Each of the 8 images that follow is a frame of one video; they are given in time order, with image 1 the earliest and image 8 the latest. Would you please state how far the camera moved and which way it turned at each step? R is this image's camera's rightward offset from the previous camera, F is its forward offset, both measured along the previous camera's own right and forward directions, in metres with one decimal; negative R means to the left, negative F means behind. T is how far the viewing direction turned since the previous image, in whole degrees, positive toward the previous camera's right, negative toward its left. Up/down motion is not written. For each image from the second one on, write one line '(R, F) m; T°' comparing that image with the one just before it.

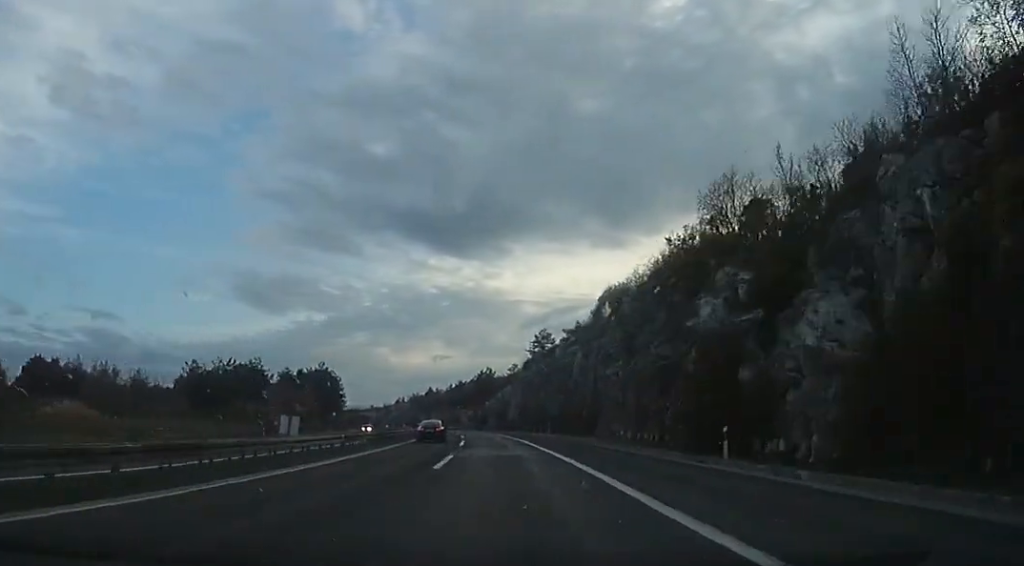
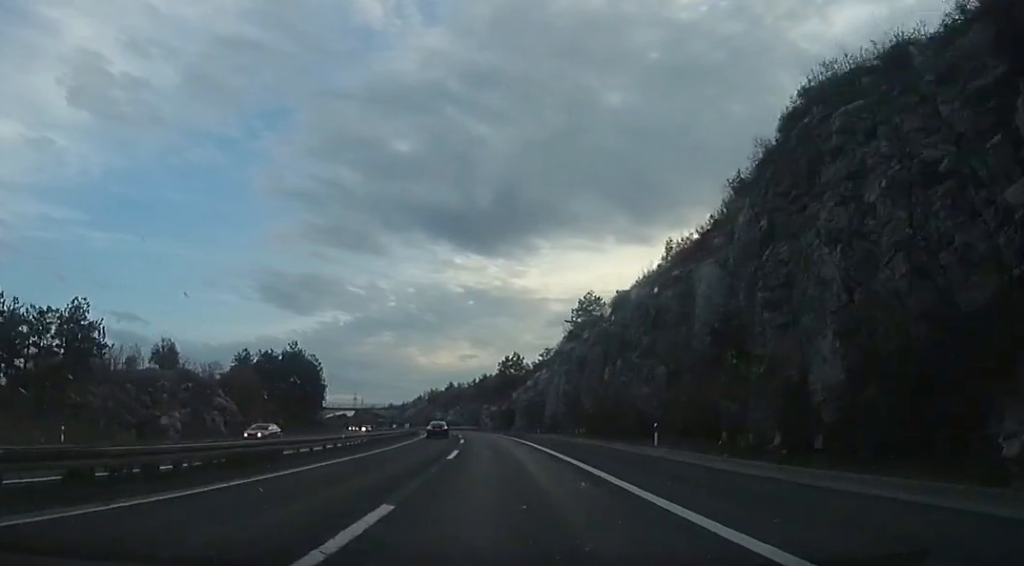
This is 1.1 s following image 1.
(-1.3, +32.1) m; -4°
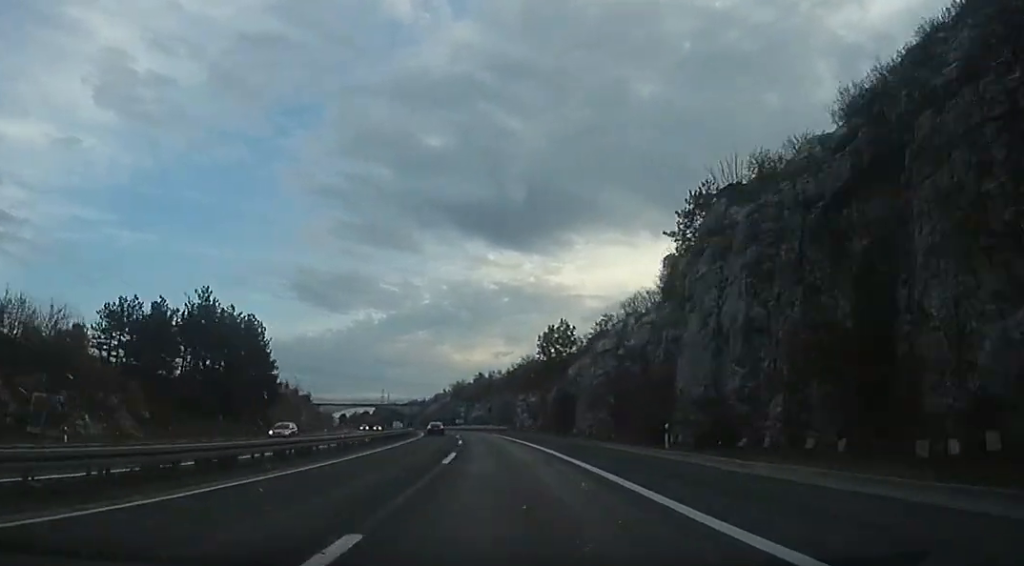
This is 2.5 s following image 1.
(-0.8, +39.6) m; -3°
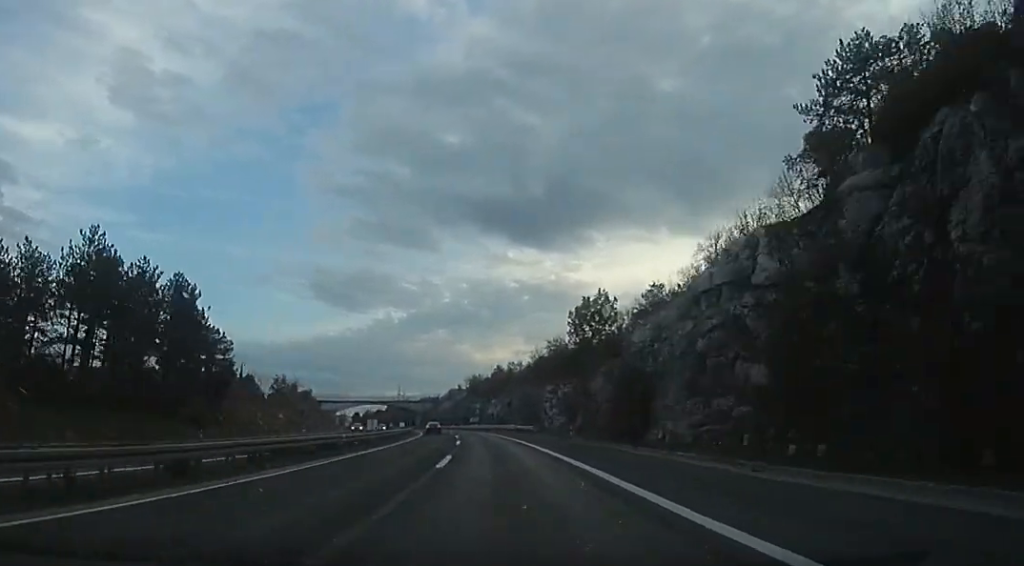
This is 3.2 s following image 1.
(-0.5, +20.1) m; -1°
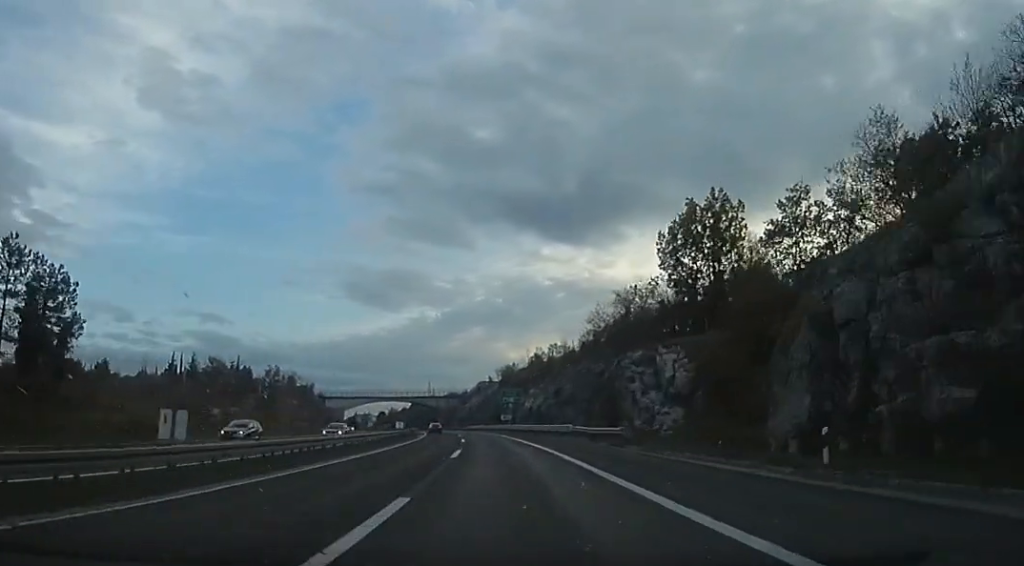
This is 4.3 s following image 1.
(-0.2, +31.5) m; -3°
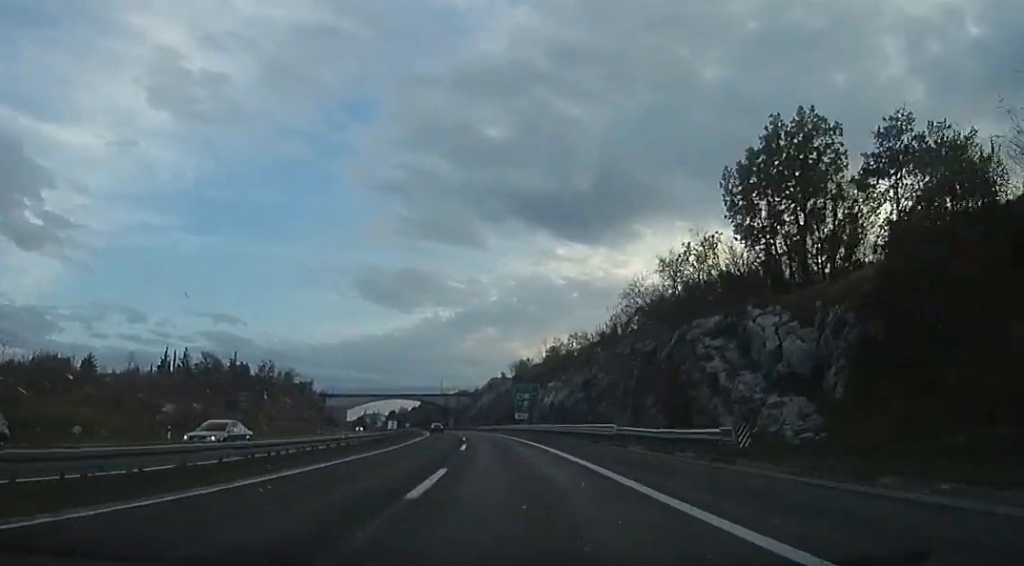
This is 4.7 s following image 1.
(-0.3, +11.9) m; -2°
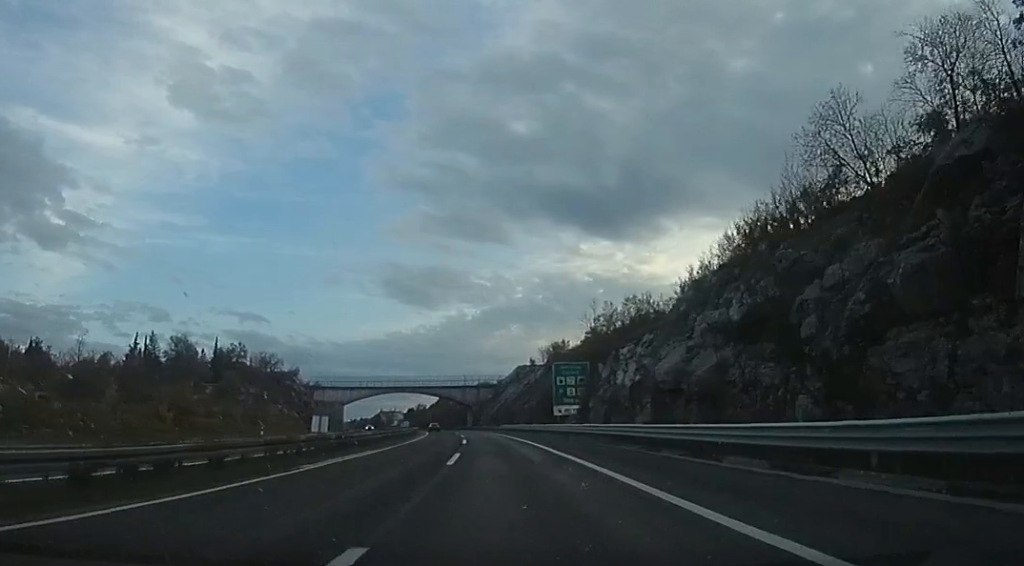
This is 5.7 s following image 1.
(-1.1, +28.7) m; -4°
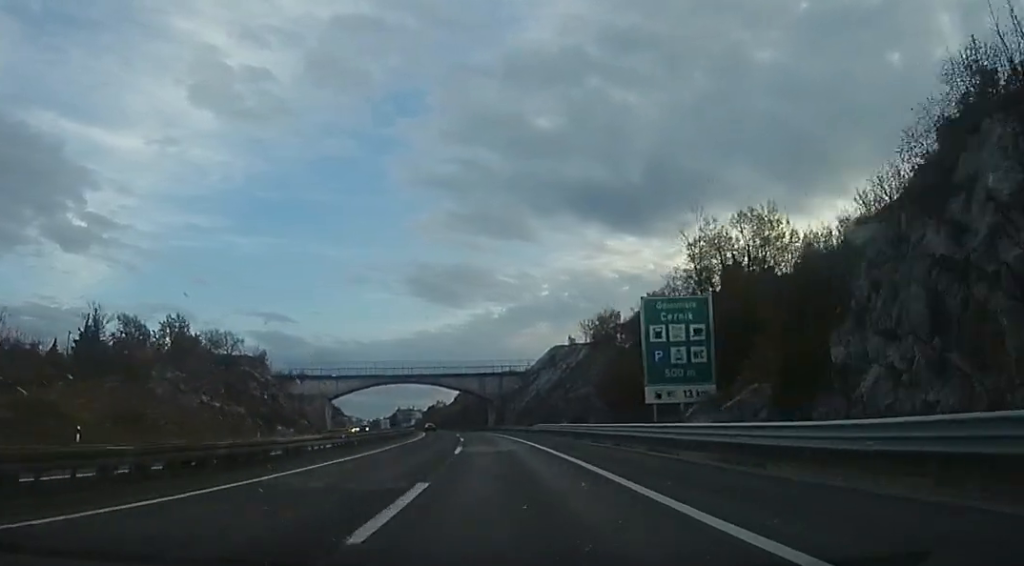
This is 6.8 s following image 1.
(-0.7, +30.2) m; -2°
